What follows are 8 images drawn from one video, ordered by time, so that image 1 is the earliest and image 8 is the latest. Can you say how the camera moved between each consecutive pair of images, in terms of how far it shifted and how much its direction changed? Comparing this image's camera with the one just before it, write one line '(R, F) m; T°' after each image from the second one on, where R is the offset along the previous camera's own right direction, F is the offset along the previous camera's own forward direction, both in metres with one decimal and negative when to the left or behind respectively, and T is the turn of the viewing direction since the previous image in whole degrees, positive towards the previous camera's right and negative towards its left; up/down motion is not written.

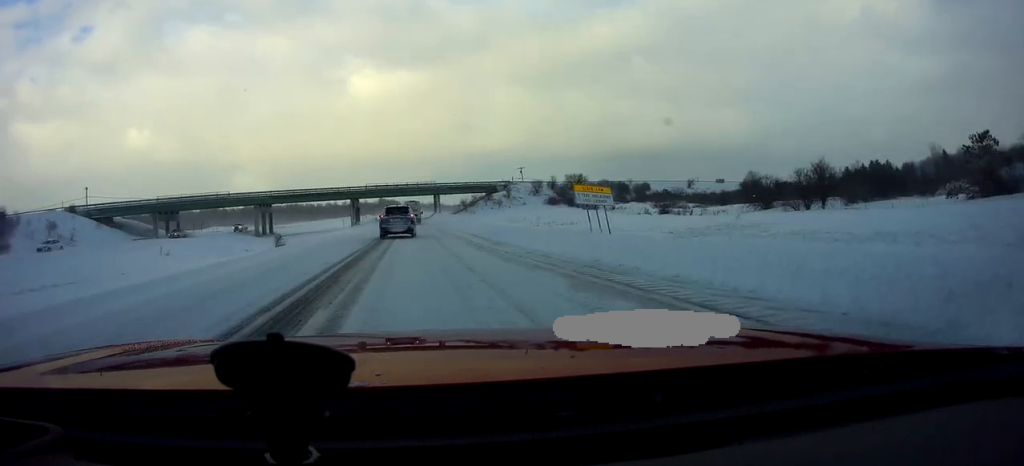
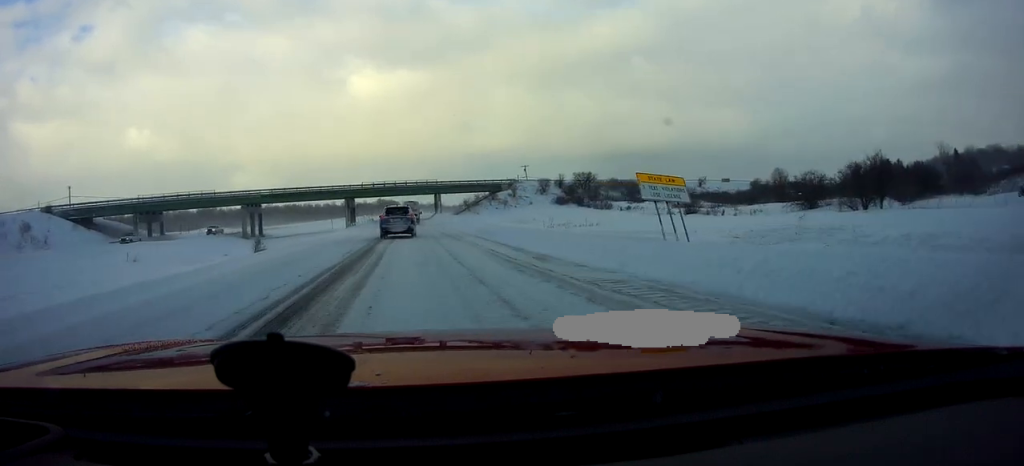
(+0.2, +7.8) m; +1°
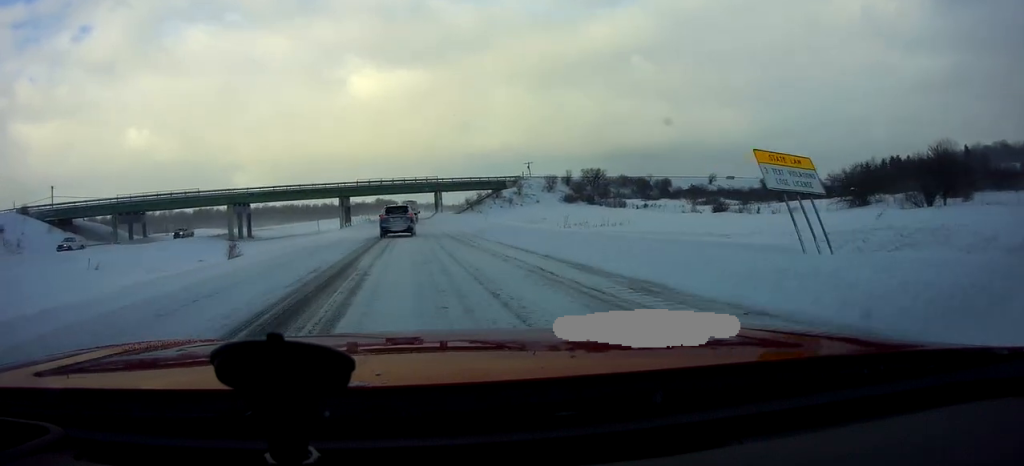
(0.0, +7.2) m; 0°
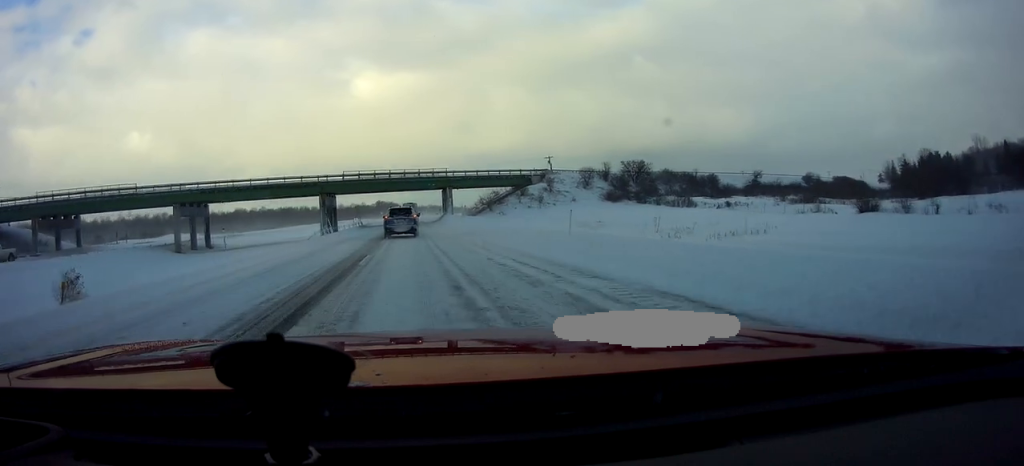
(+0.1, +22.7) m; 0°
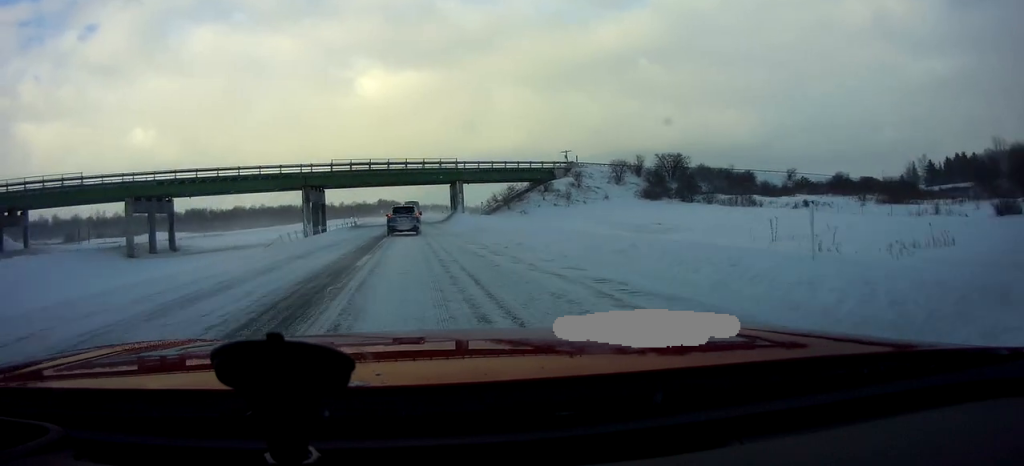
(-0.1, +13.5) m; -1°
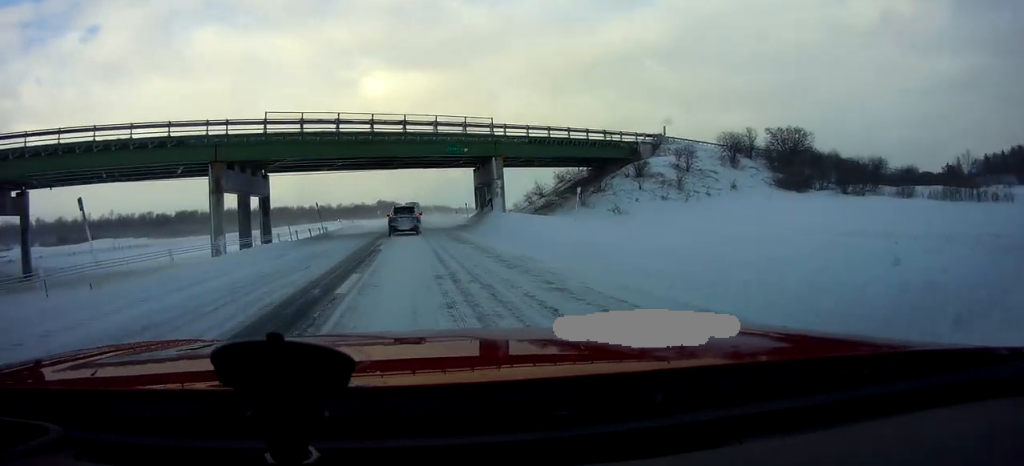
(-1.2, +29.3) m; -2°
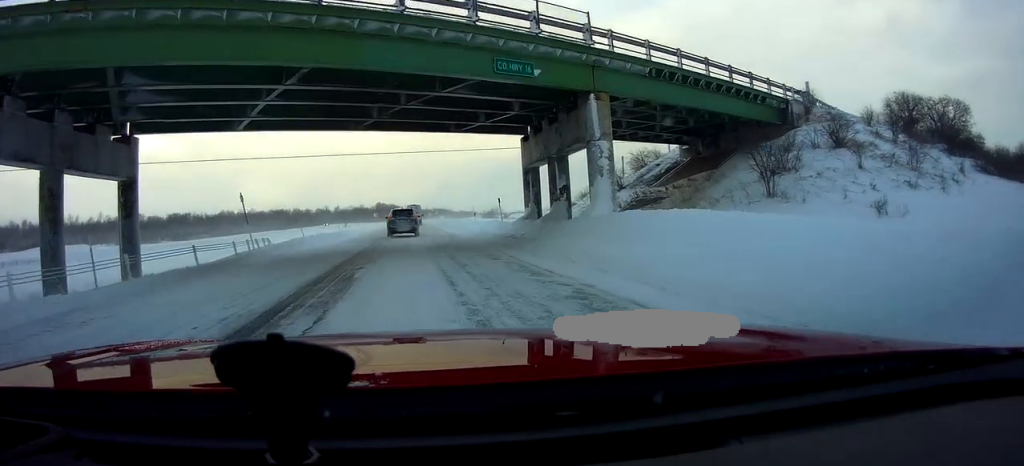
(+0.9, +21.9) m; +2°
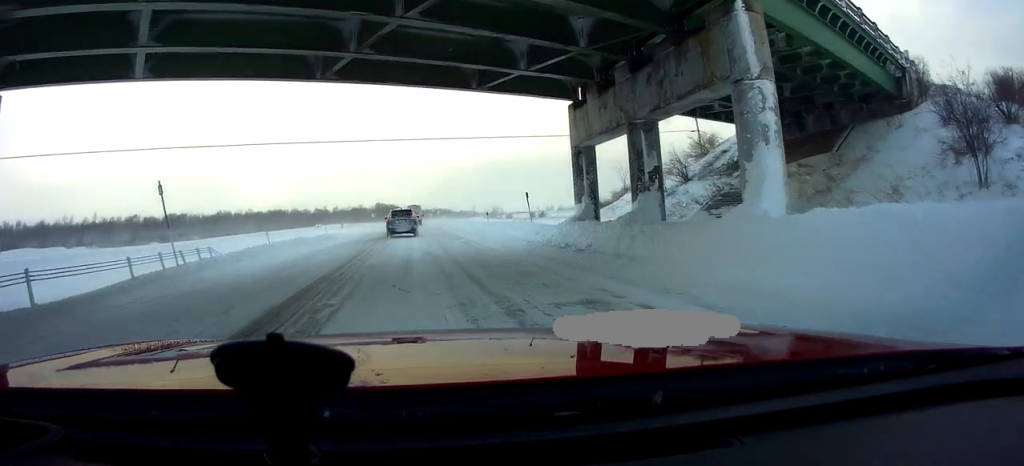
(0.0, +9.1) m; 0°
